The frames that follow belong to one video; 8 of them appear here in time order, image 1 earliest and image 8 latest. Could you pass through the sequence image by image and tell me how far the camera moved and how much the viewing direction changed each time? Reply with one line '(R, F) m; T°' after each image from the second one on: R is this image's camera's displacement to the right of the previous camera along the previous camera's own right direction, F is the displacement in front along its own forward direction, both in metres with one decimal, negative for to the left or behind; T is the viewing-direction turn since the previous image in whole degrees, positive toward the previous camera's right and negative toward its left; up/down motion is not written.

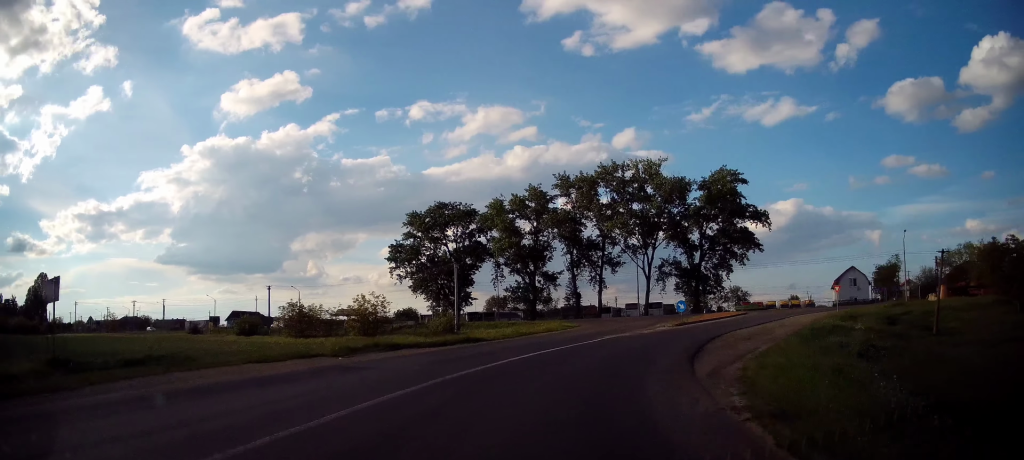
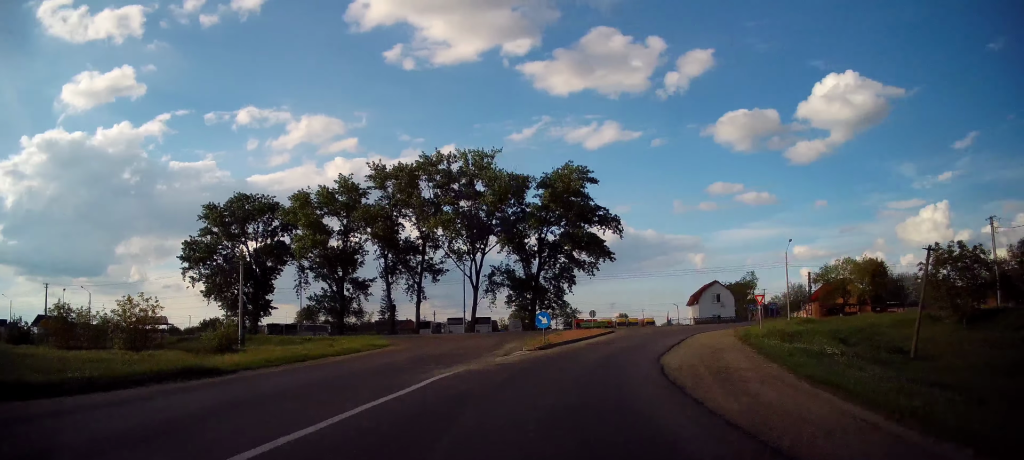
(+2.5, +12.6) m; +18°
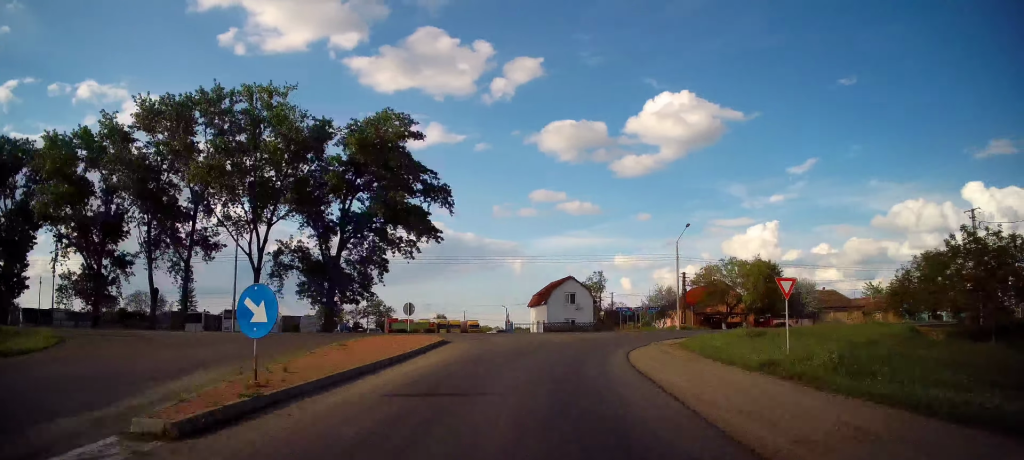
(+2.4, +16.2) m; +16°
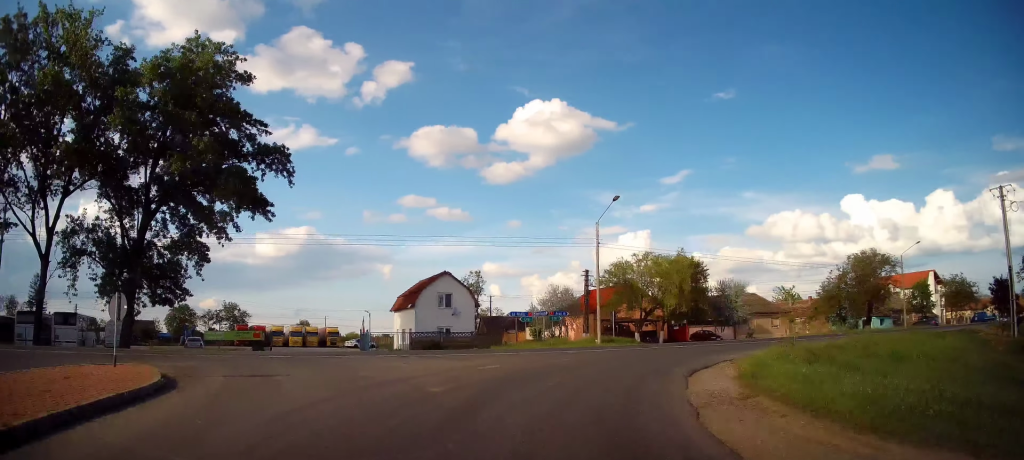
(+1.5, +12.5) m; +17°
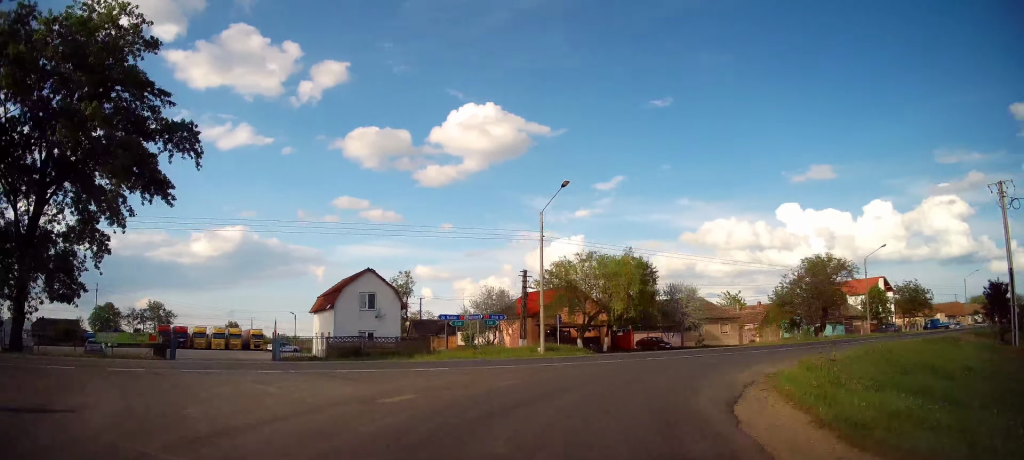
(+0.3, +4.5) m; +9°
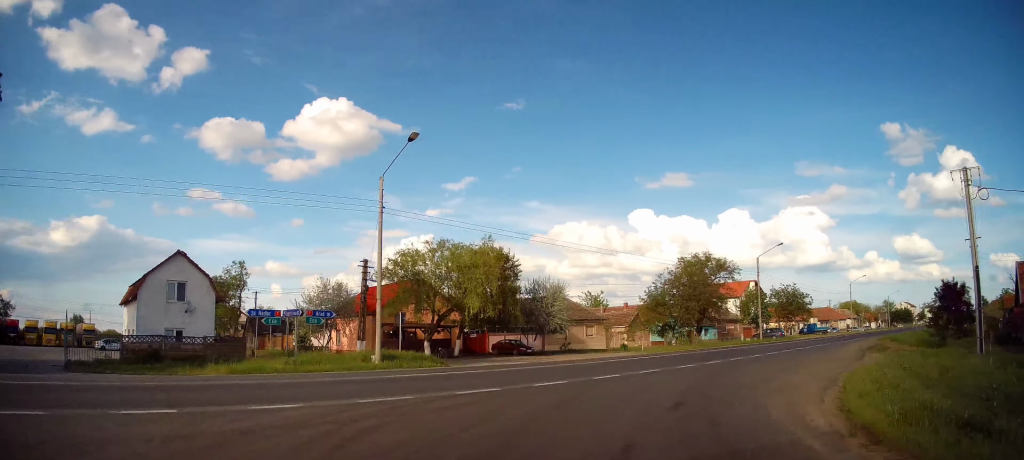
(+1.5, +7.6) m; +22°
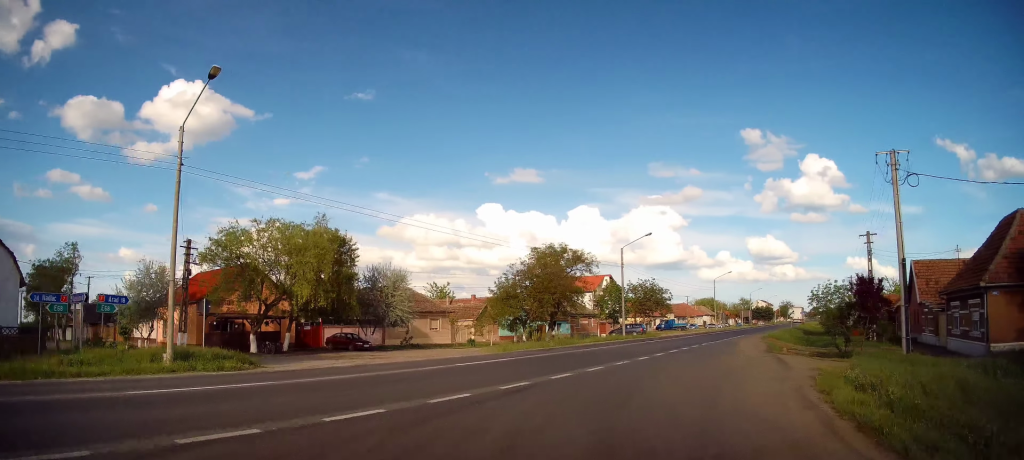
(+0.7, +5.1) m; +19°
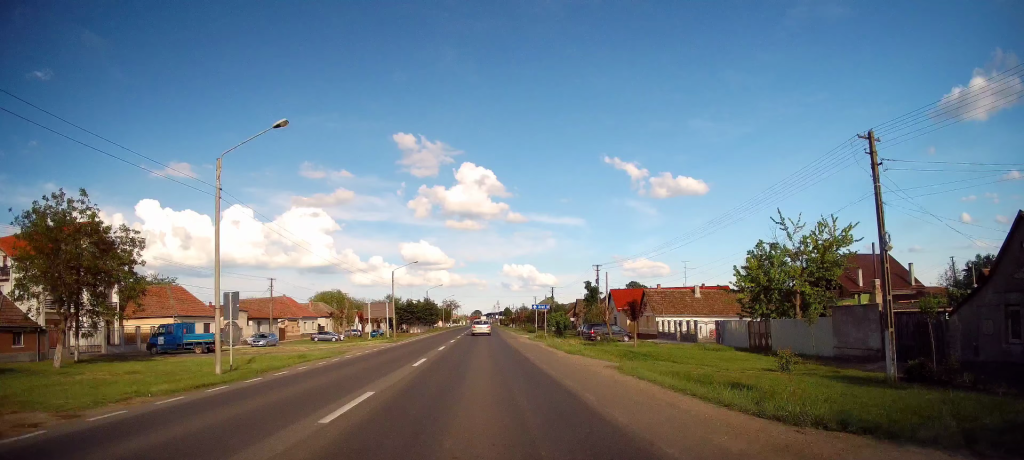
(+1.1, +4.7) m; +14°
